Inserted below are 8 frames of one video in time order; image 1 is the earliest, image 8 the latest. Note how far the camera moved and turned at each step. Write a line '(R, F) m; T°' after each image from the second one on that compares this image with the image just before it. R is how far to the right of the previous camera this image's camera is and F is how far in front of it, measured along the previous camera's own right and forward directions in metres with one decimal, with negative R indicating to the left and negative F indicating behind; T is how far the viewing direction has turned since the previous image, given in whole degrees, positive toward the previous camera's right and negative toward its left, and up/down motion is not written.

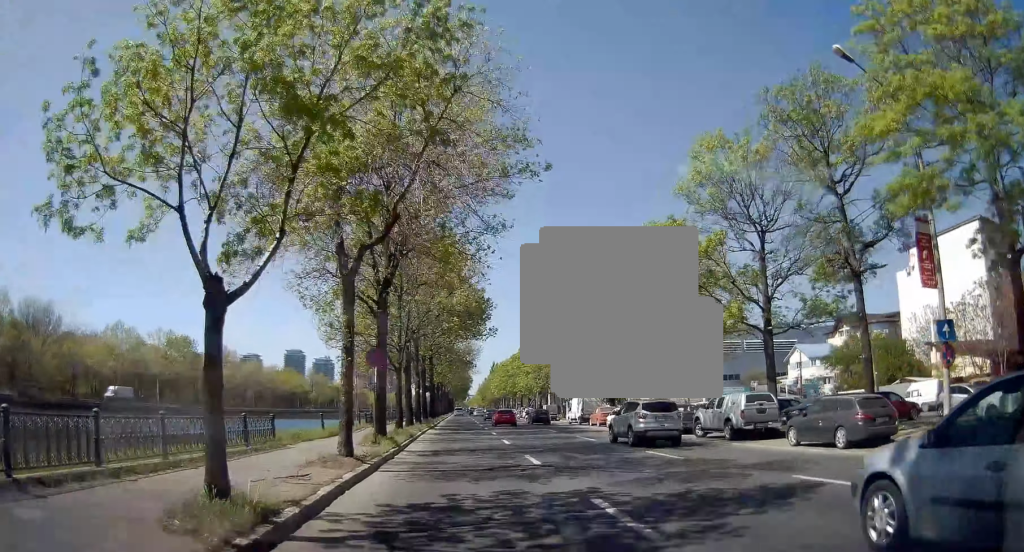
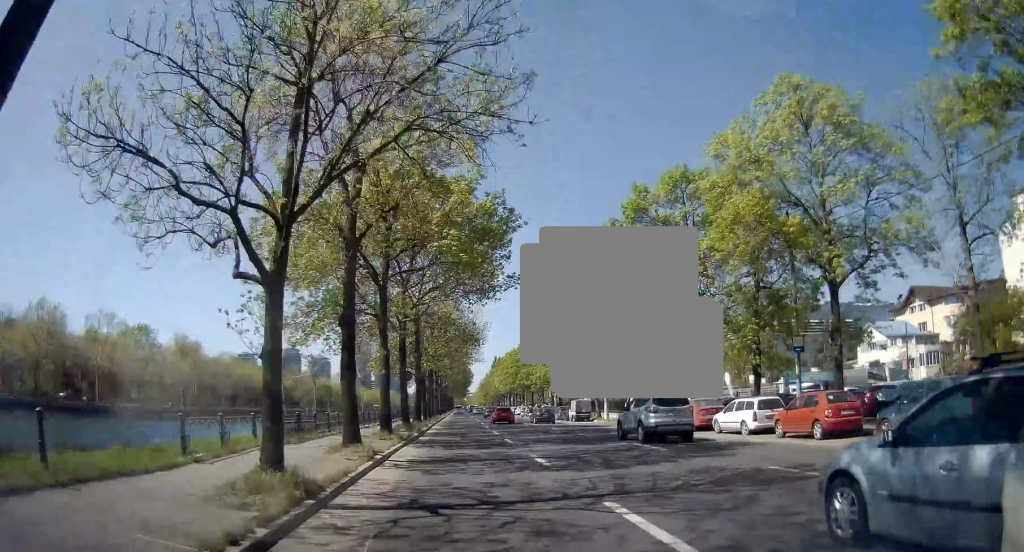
(-0.2, +18.5) m; 0°
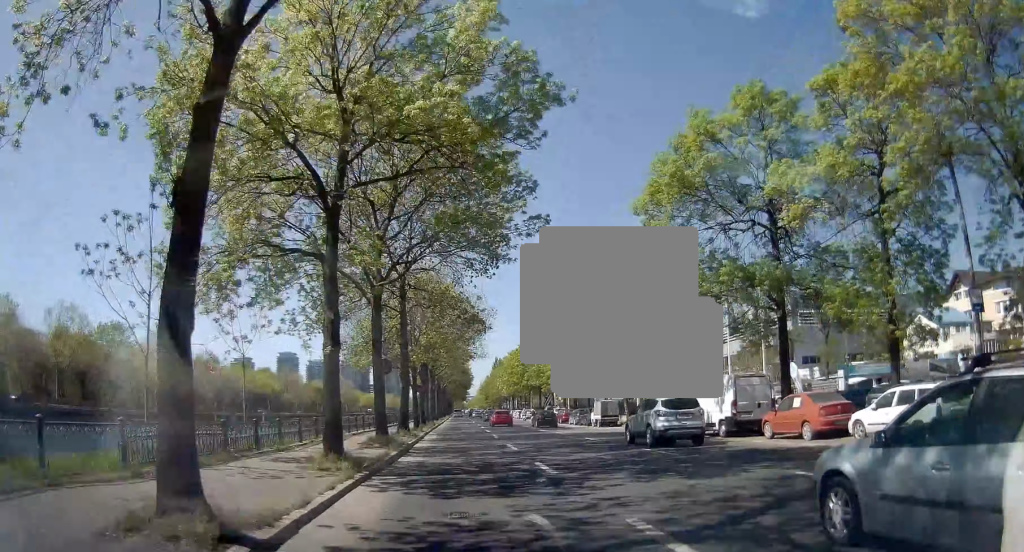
(+0.1, +9.7) m; 0°
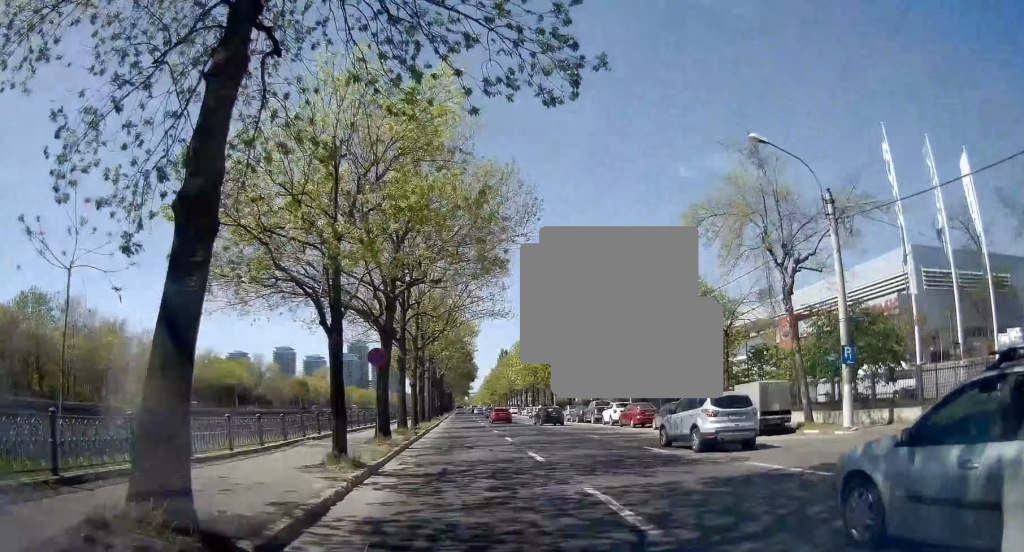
(+0.2, +24.3) m; +1°
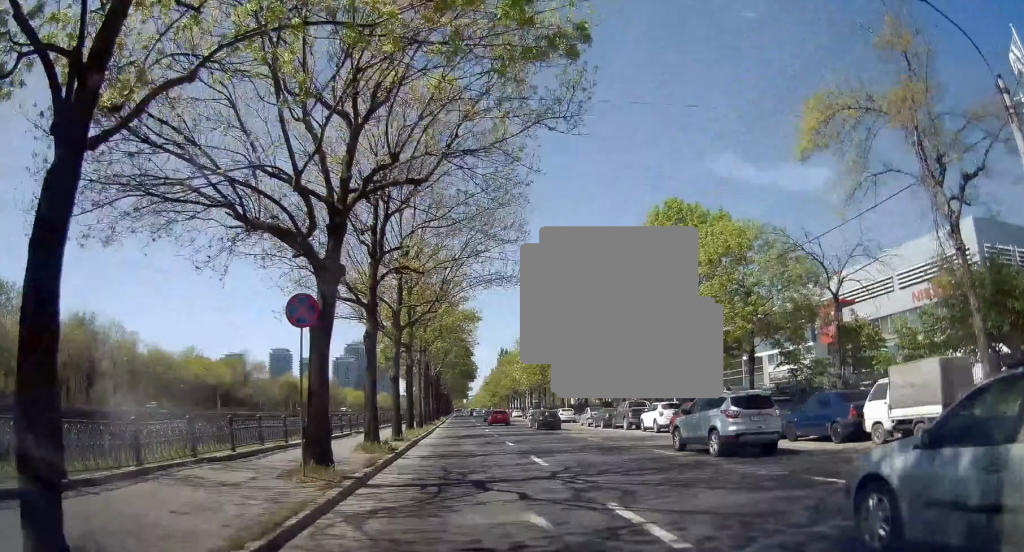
(+0.1, +9.7) m; 0°
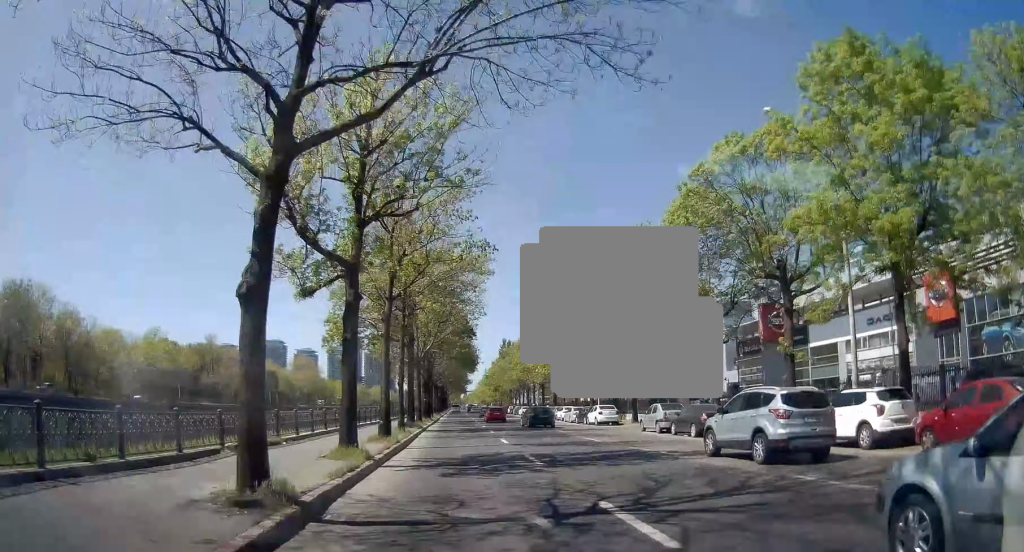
(0.0, +17.9) m; 0°
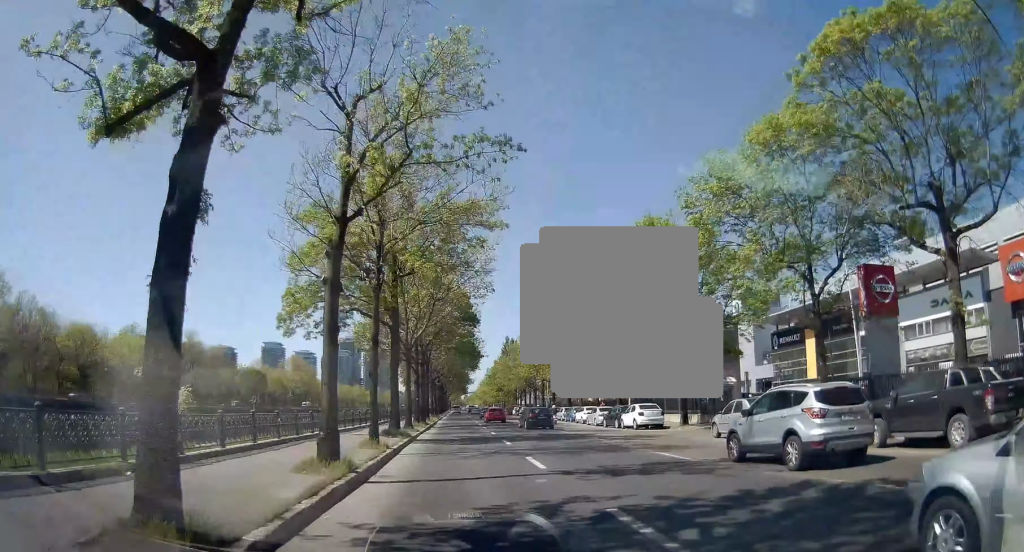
(-0.2, +9.9) m; 0°
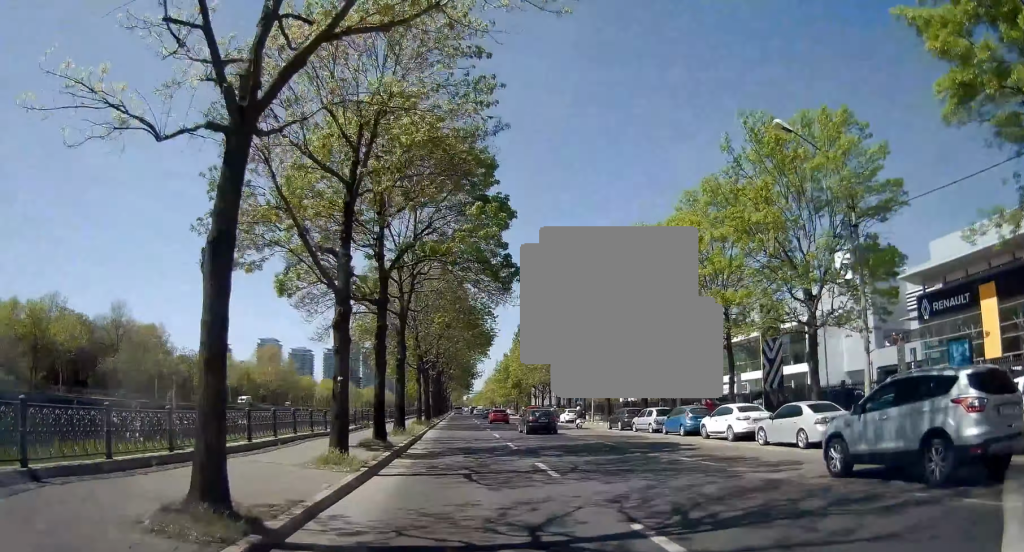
(+0.1, +27.9) m; 0°
